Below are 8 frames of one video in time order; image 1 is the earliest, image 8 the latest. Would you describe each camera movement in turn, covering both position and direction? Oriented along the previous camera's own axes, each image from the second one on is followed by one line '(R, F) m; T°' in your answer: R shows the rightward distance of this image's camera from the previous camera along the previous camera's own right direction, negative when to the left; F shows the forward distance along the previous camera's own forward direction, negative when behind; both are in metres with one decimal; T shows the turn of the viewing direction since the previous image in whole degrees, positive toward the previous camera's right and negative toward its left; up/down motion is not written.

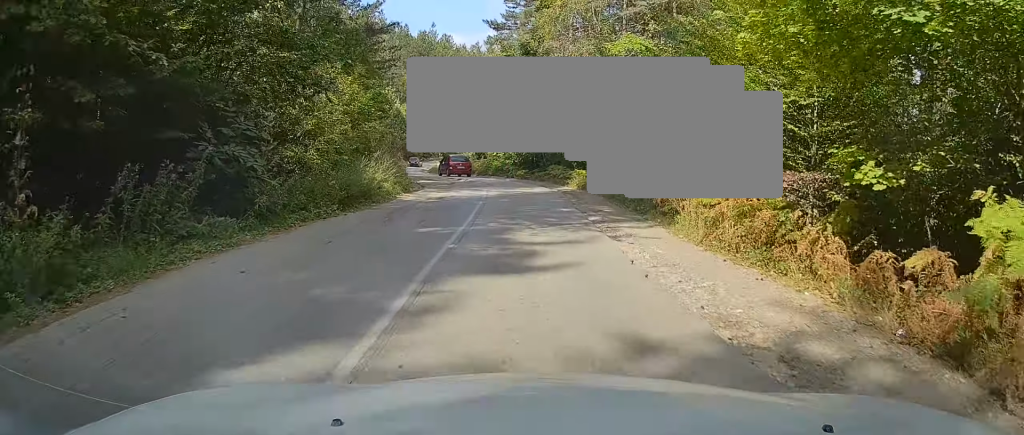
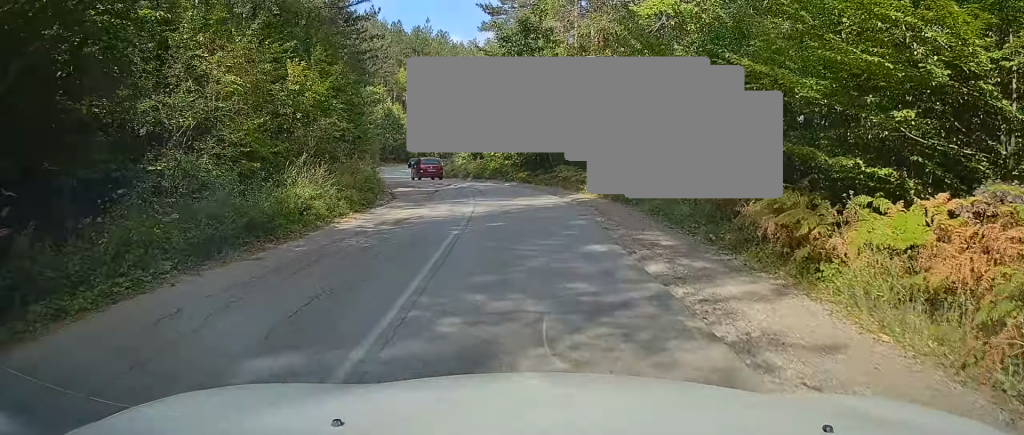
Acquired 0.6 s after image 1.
(0.0, +6.7) m; 0°
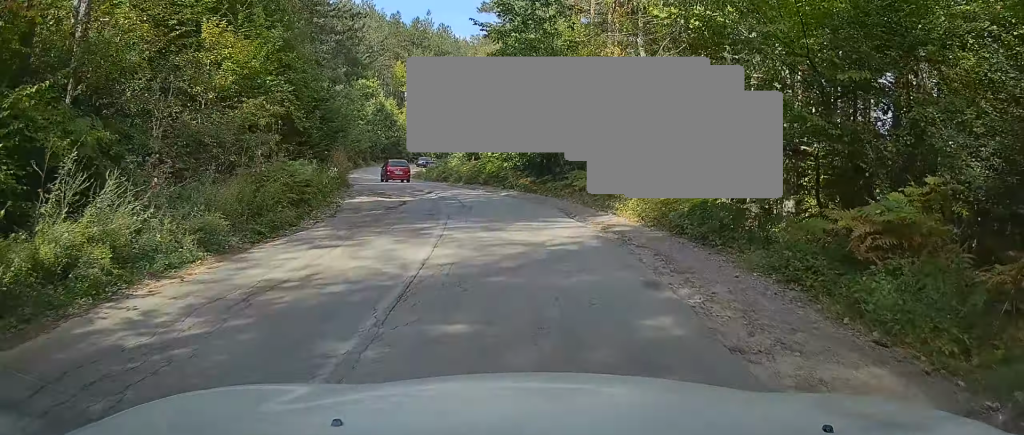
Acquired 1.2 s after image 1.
(0.0, +7.8) m; -1°
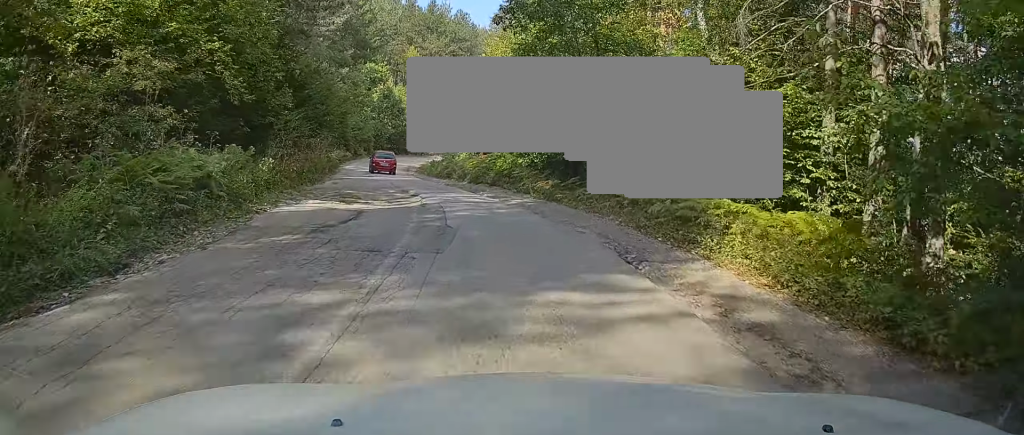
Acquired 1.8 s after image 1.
(-0.1, +6.7) m; -2°
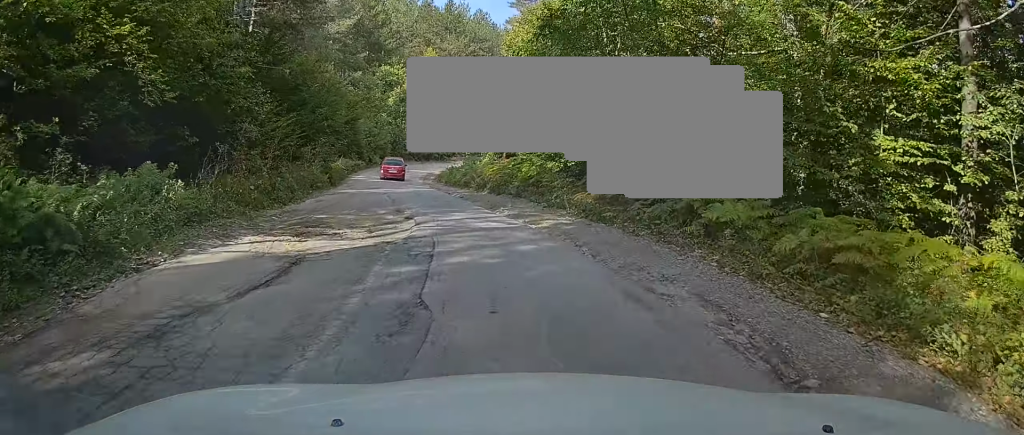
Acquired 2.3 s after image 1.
(0.0, +5.5) m; -2°
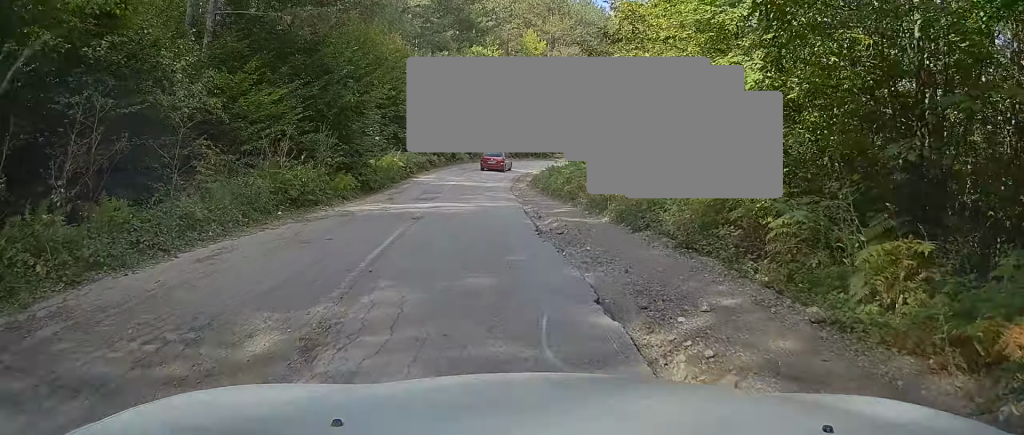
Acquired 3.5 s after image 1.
(-0.6, +12.1) m; -6°
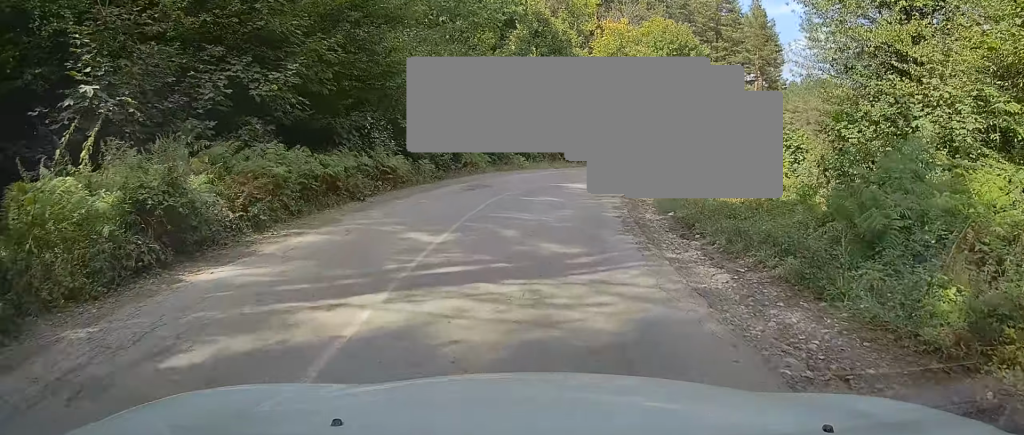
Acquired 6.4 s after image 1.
(-3.0, +26.7) m; -8°
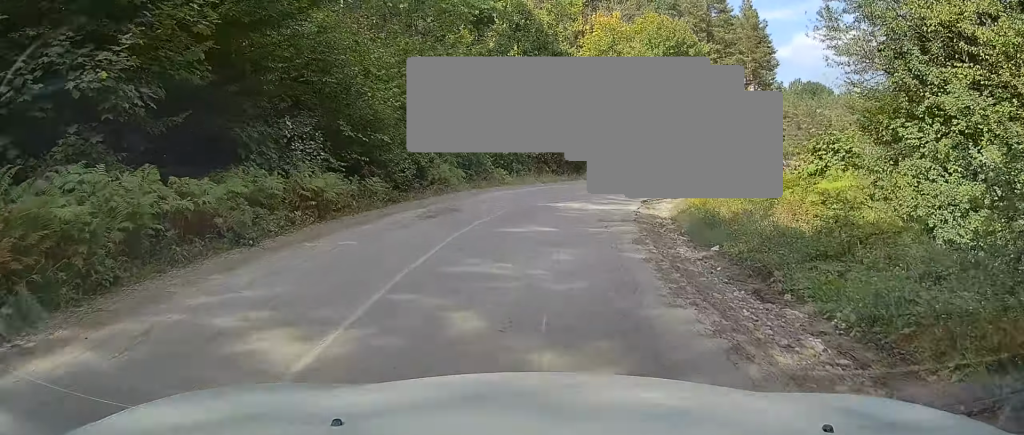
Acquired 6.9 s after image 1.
(-0.1, +4.5) m; +1°
